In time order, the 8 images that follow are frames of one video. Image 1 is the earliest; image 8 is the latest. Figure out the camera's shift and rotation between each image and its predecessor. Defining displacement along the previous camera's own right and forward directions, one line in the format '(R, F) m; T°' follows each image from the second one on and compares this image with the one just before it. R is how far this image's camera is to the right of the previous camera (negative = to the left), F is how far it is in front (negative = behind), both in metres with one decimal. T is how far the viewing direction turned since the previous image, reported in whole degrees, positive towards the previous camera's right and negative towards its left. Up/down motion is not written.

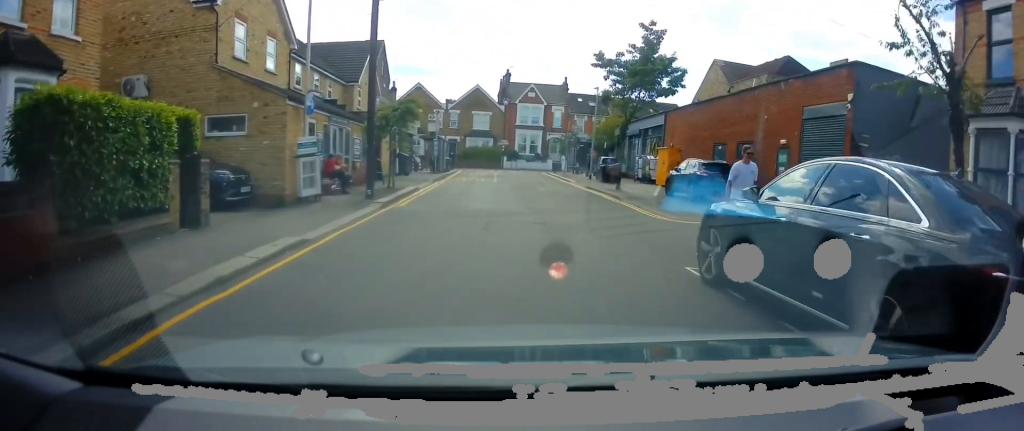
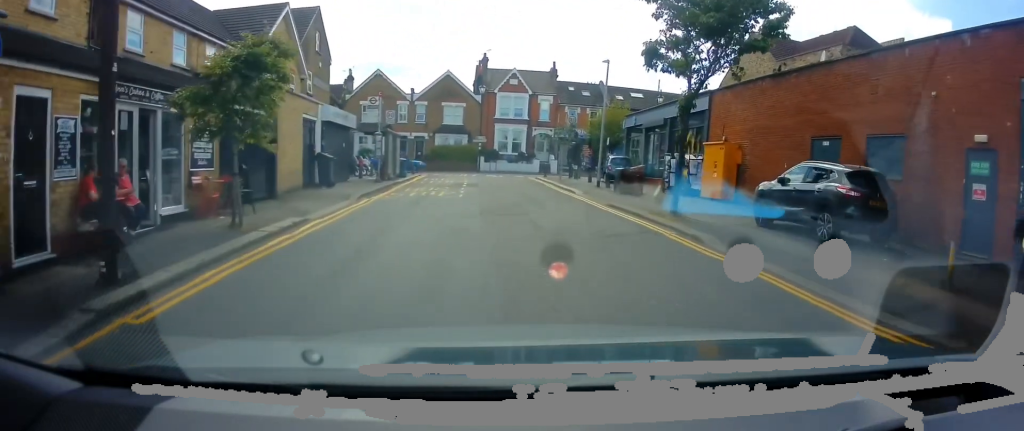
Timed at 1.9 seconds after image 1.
(-0.3, +10.6) m; 0°
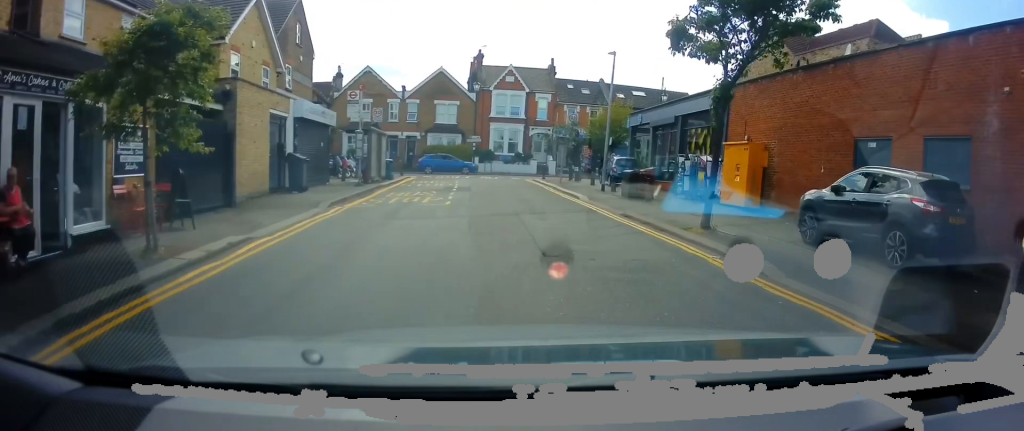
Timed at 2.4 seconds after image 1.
(+0.1, +2.5) m; 0°
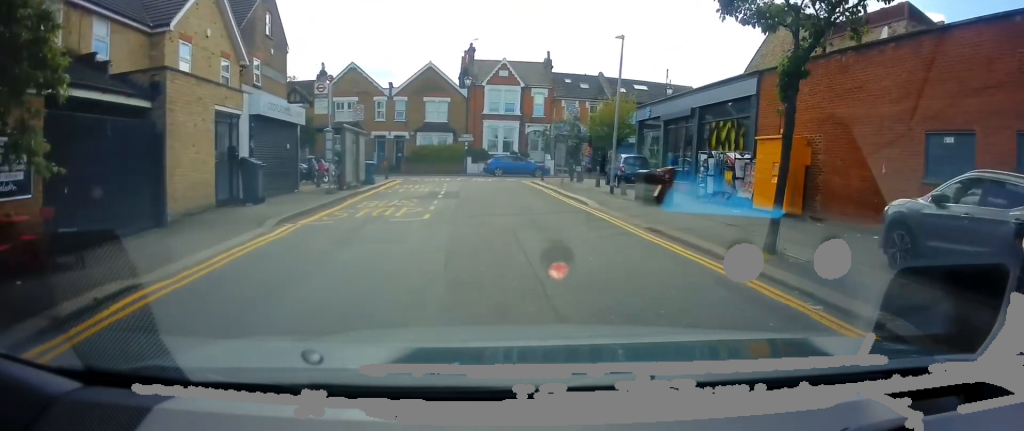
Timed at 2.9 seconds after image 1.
(+0.1, +3.0) m; 0°
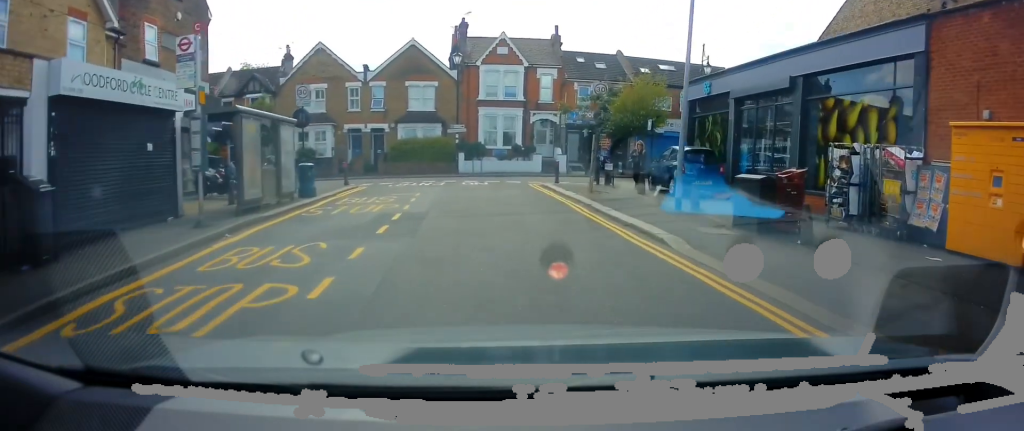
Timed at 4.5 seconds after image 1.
(-0.1, +8.7) m; +1°
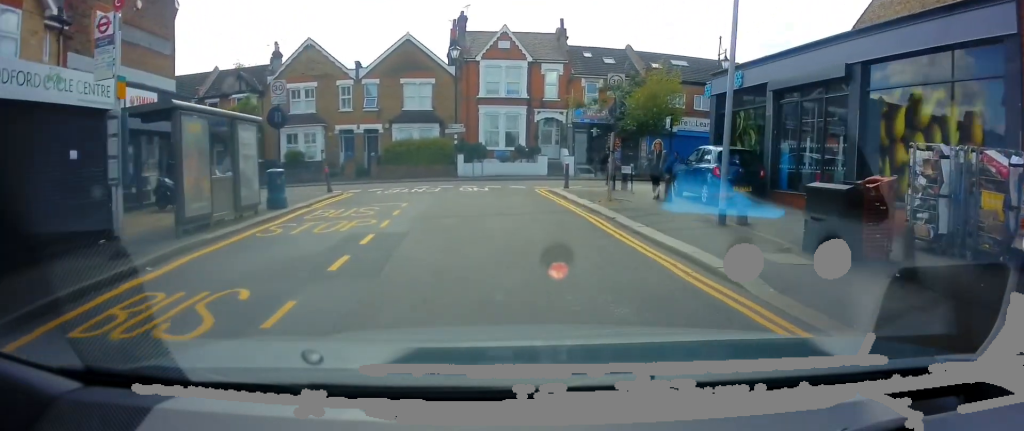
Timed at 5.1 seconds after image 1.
(0.0, +3.0) m; +1°
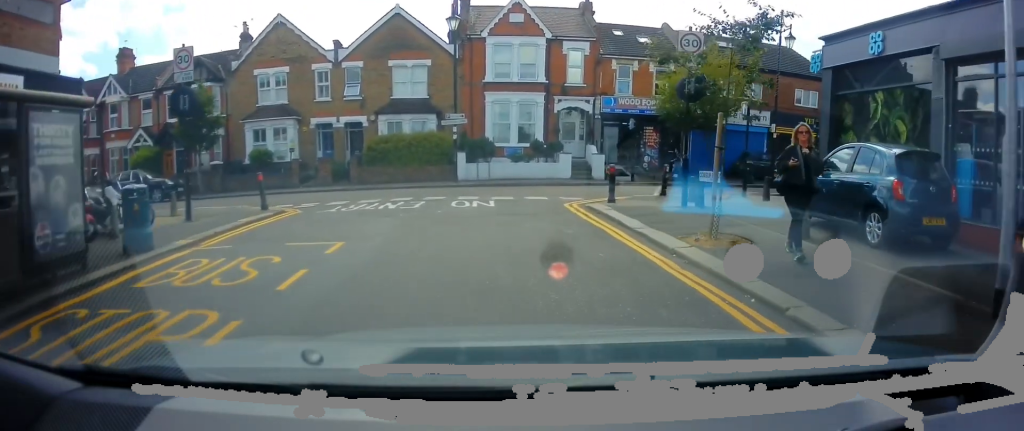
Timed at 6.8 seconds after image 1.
(-0.2, +6.9) m; -2°
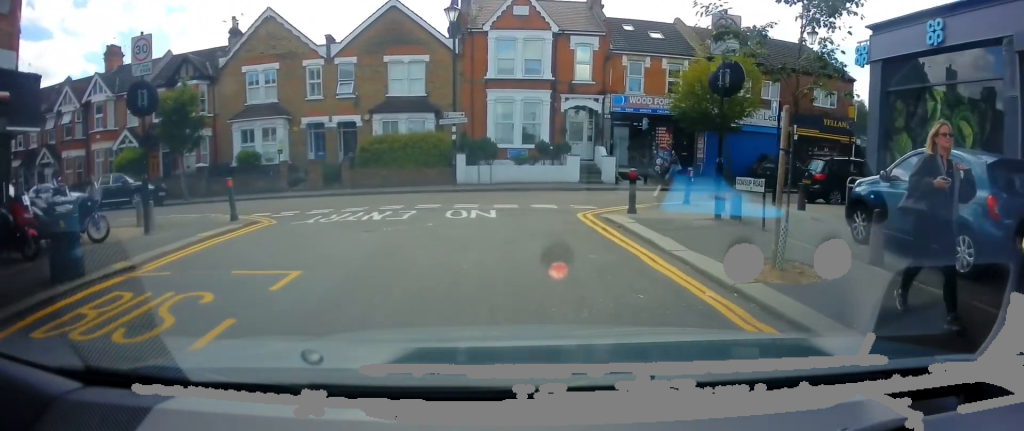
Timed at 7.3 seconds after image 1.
(0.0, +2.0) m; -1°
